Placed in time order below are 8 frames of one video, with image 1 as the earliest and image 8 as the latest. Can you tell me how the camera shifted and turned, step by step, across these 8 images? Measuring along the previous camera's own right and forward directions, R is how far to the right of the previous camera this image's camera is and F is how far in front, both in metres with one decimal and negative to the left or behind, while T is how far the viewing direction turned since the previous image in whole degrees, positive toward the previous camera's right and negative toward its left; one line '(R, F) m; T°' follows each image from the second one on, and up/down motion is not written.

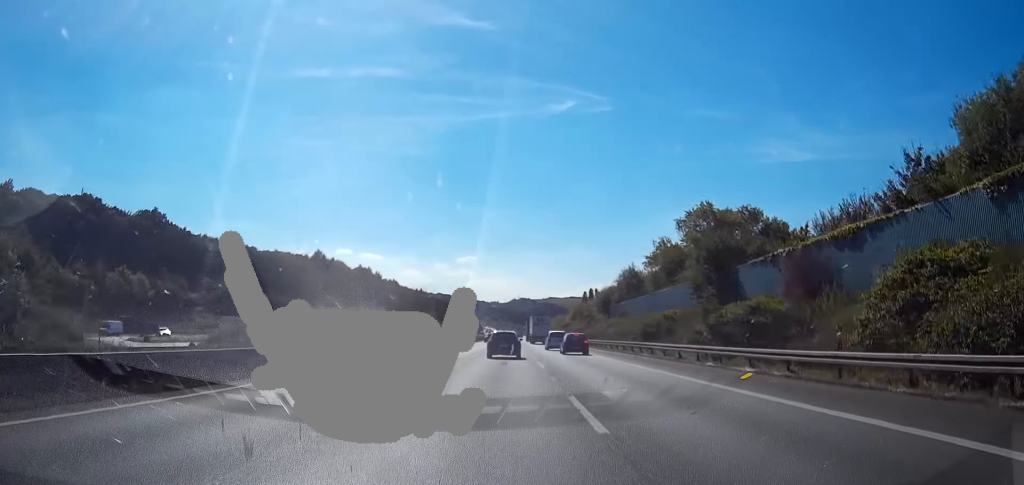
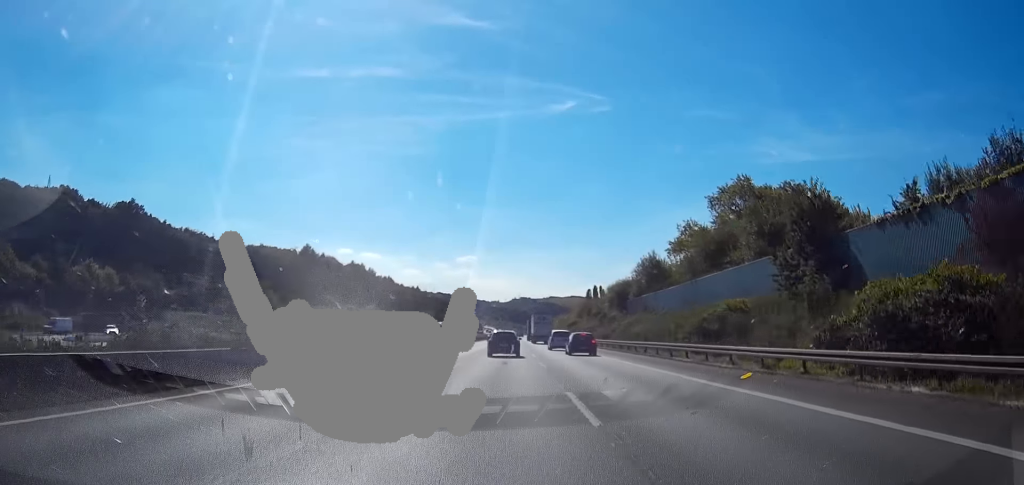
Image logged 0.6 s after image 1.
(0.0, +17.6) m; 0°
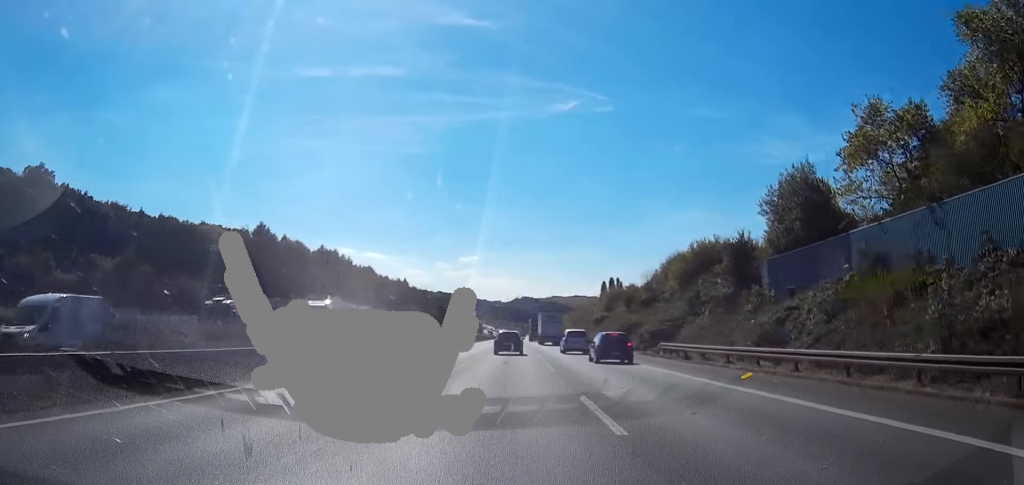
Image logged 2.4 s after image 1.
(0.0, +55.3) m; 0°
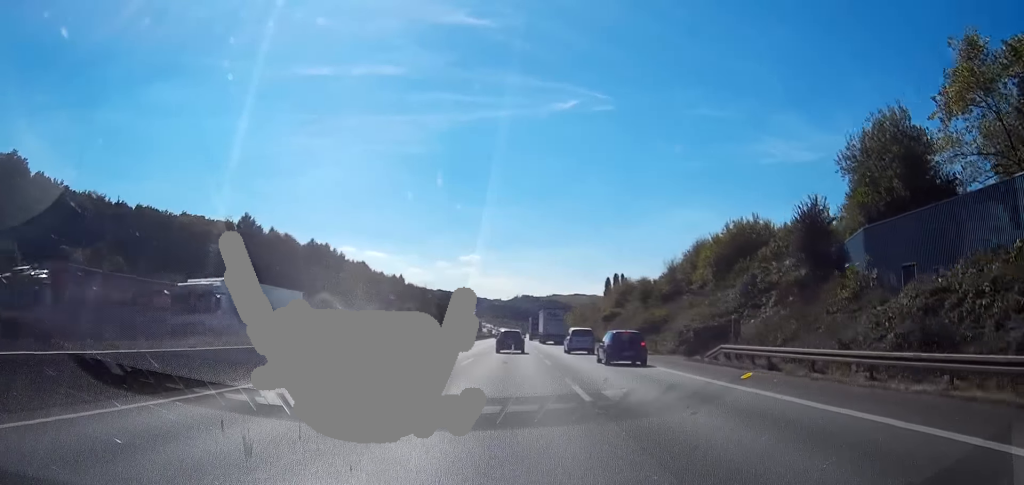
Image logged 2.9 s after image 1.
(0.0, +13.4) m; 0°
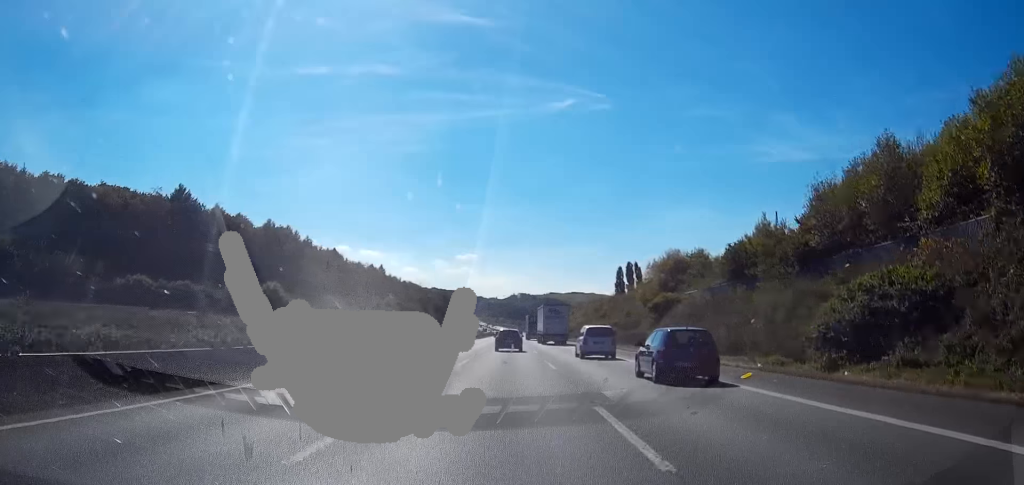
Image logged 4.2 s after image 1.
(-0.1, +43.0) m; 0°
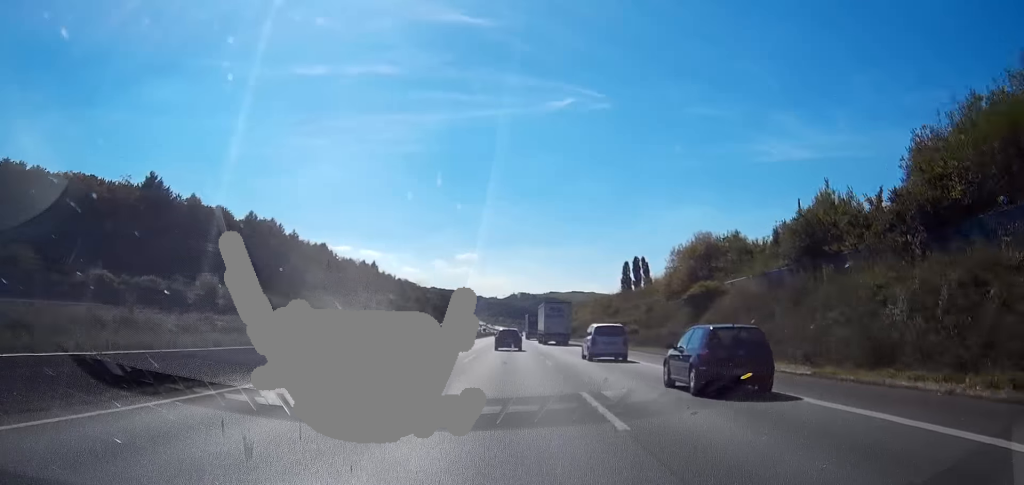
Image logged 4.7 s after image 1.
(0.0, +15.2) m; 0°
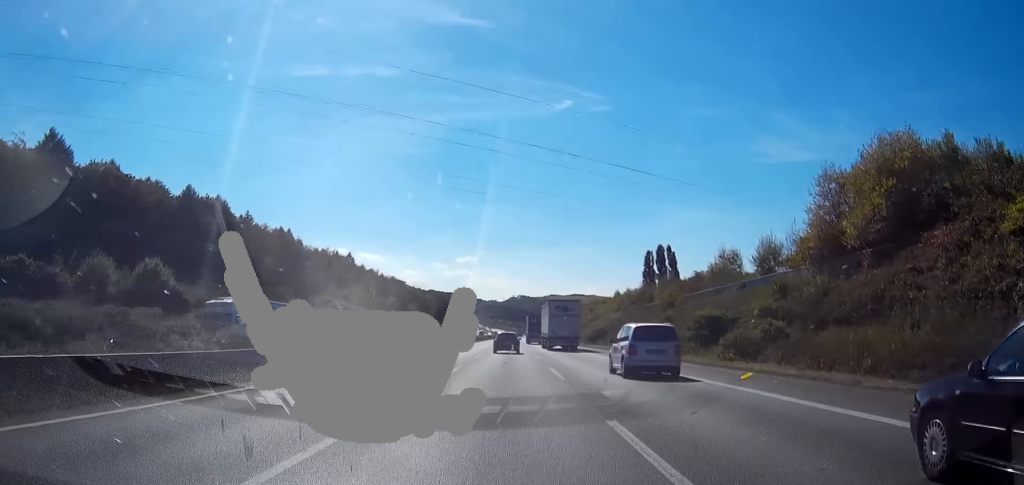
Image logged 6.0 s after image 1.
(-0.1, +41.4) m; 0°
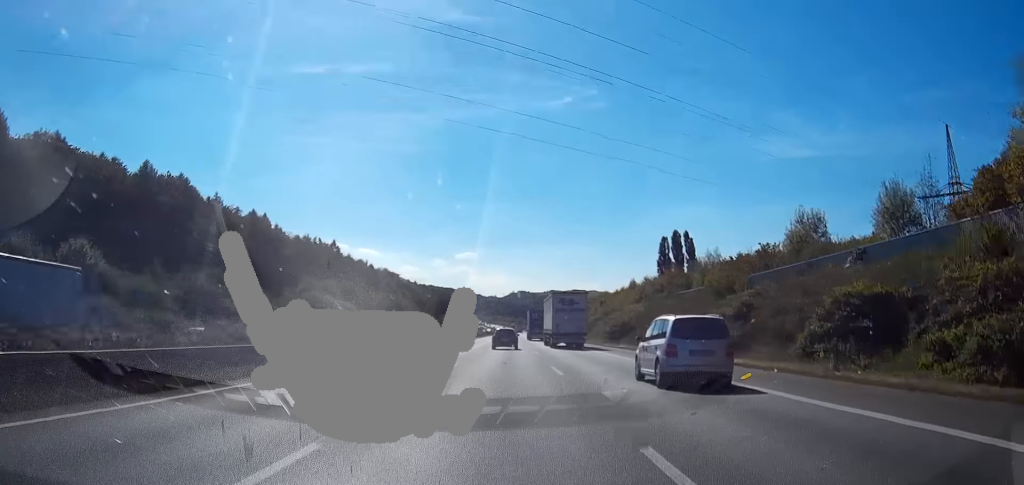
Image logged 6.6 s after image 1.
(+0.1, +20.8) m; 0°
